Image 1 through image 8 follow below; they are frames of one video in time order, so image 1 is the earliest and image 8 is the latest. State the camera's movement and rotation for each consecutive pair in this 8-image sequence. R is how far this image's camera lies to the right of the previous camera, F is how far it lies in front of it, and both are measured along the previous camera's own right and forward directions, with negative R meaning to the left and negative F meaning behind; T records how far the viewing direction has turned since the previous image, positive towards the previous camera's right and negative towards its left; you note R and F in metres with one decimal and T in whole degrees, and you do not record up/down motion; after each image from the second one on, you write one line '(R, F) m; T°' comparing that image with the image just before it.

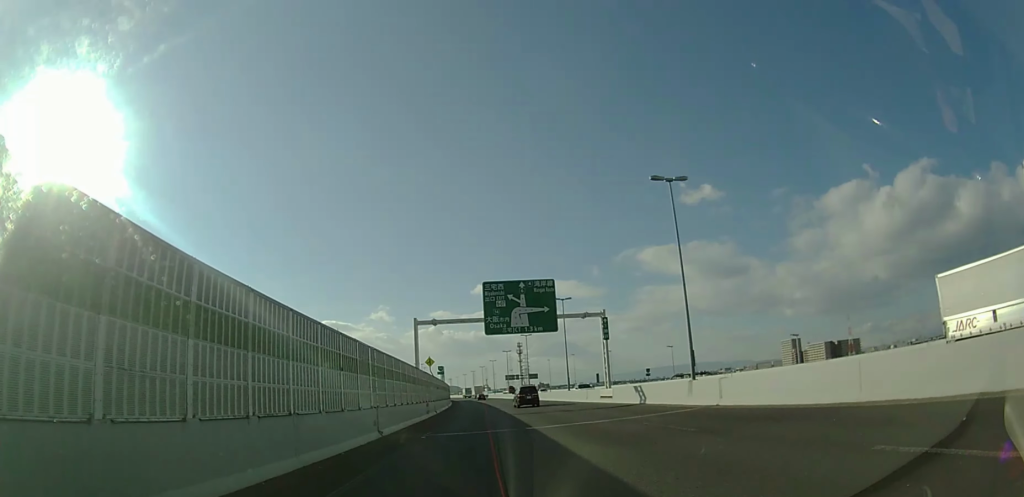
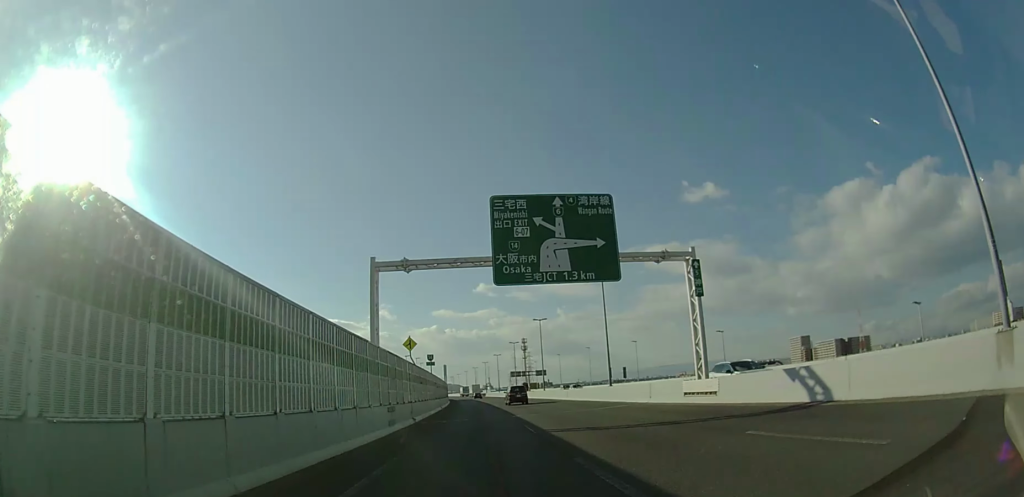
(0.0, +16.1) m; -1°
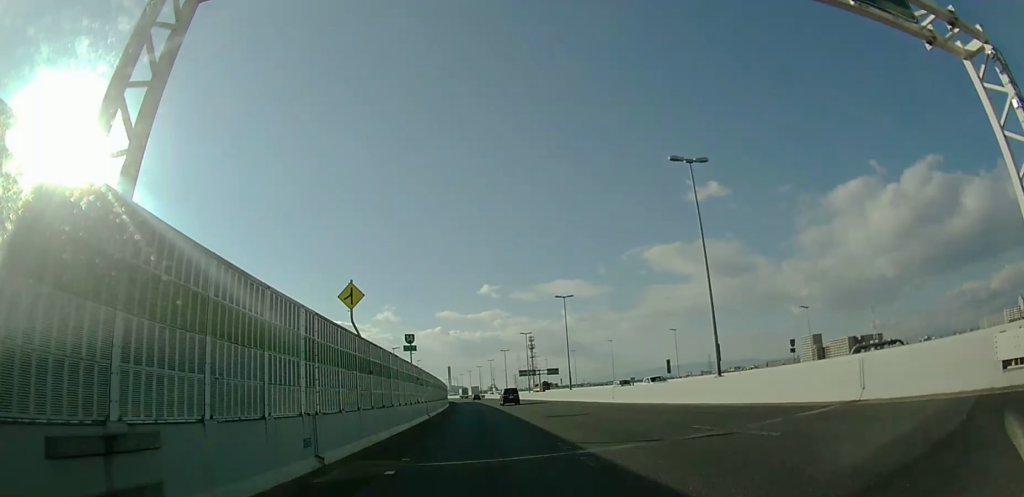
(0.0, +16.8) m; -2°
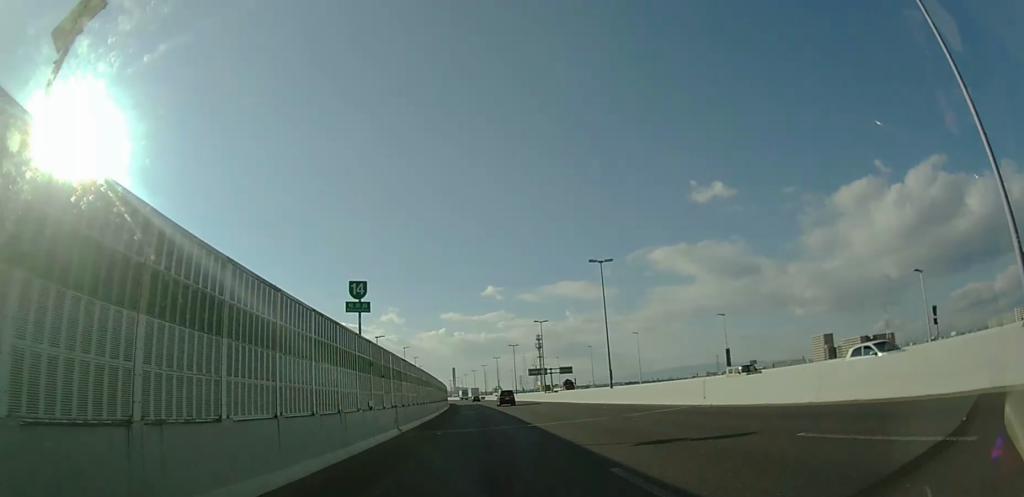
(-0.6, +14.7) m; -2°
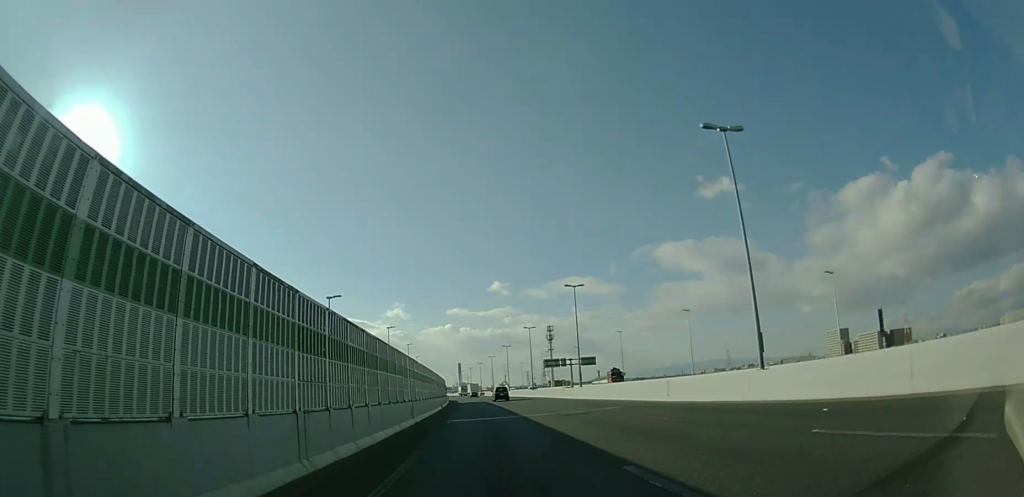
(-0.3, +19.9) m; -1°
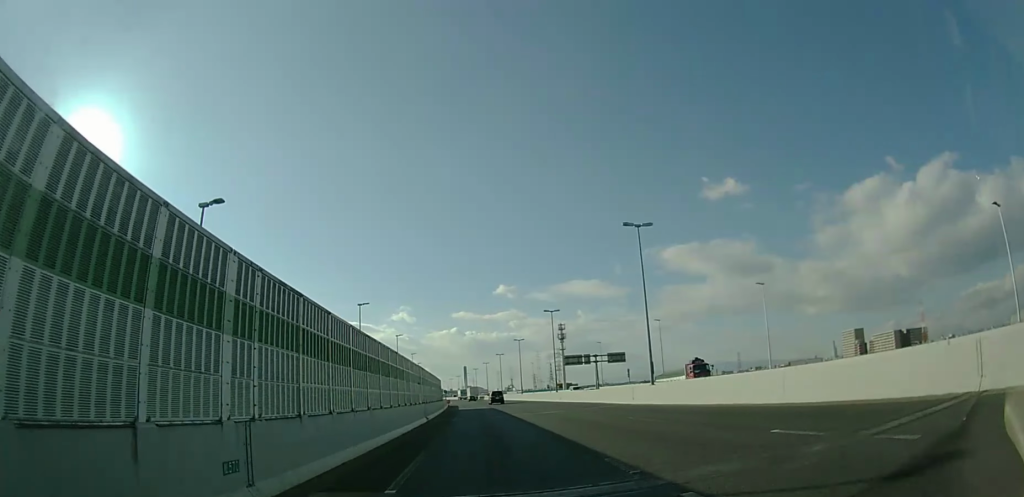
(0.0, +18.4) m; 0°
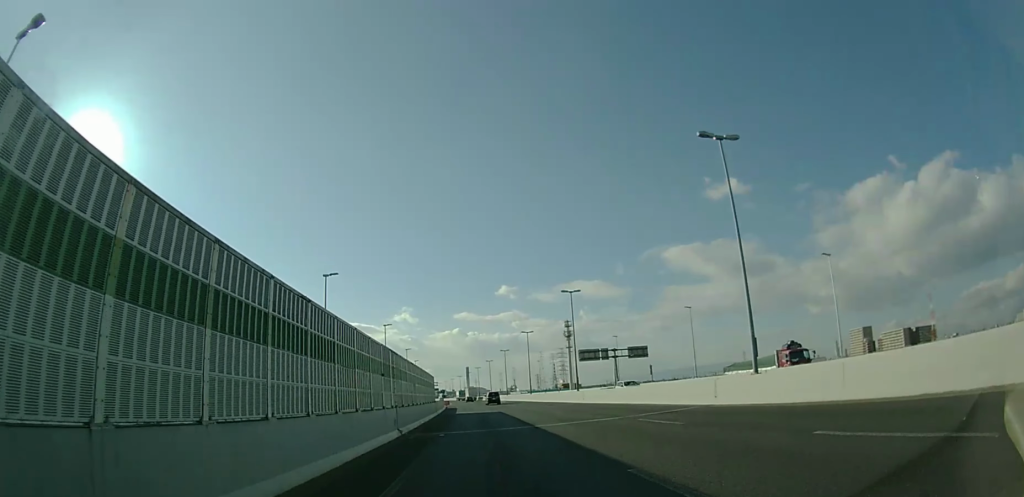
(0.0, +11.9) m; 0°
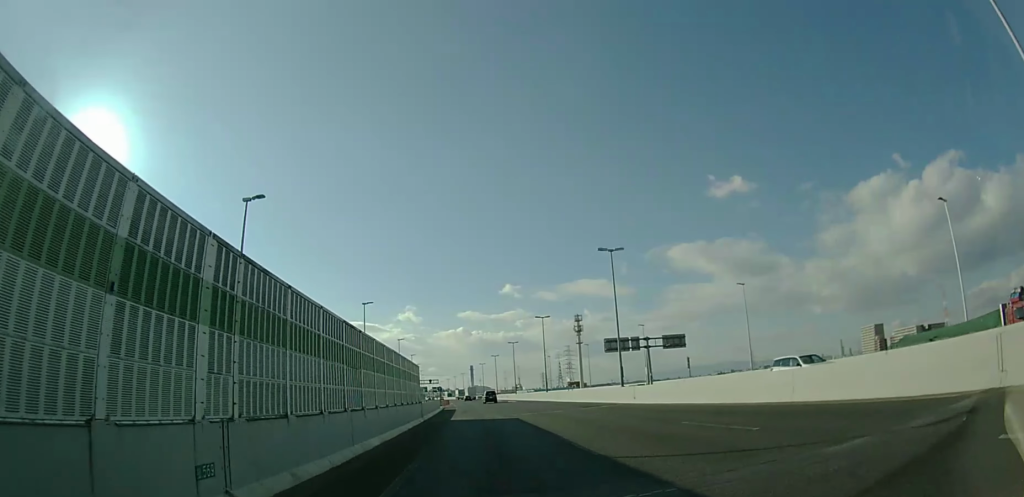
(0.0, +14.1) m; 0°
